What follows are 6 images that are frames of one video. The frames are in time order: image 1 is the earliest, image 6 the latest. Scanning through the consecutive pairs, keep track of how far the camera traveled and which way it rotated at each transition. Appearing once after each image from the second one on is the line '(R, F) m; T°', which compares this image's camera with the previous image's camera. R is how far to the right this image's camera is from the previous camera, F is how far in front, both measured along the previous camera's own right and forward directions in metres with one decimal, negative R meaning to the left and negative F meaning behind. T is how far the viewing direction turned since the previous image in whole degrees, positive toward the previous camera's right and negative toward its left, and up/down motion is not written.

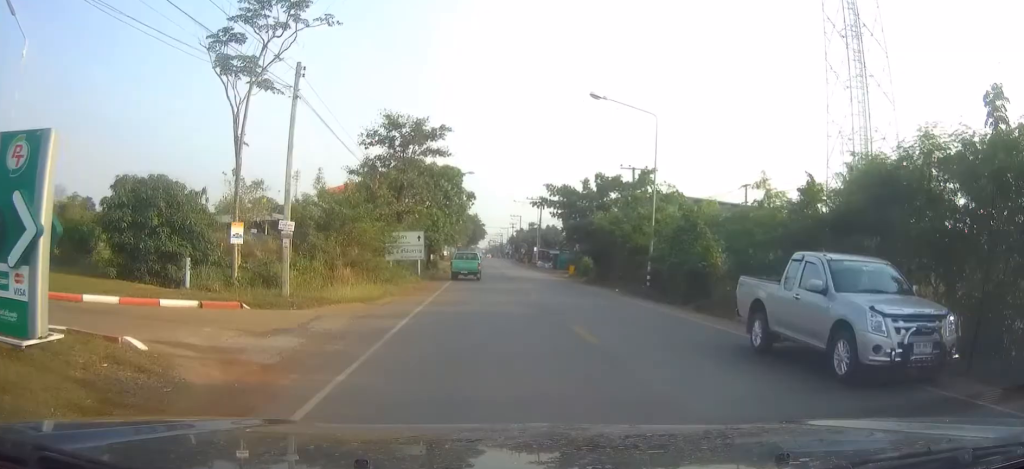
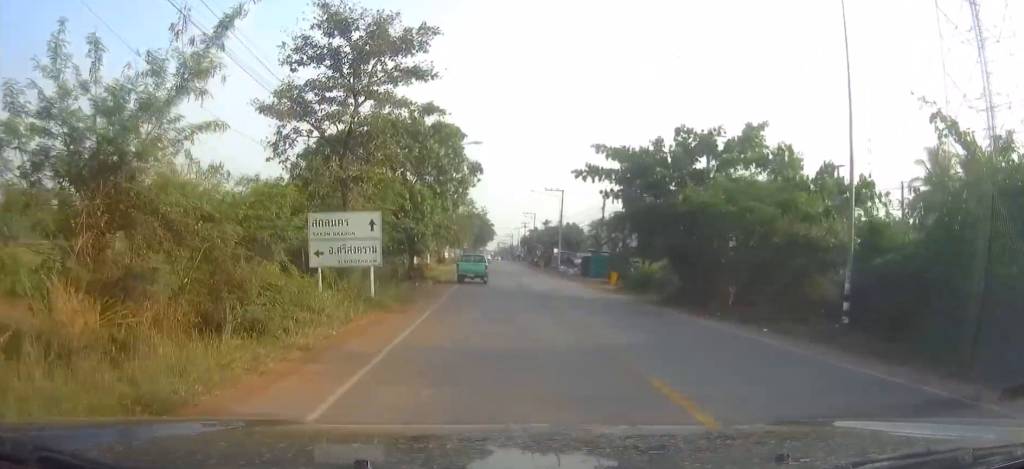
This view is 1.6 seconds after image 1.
(+0.1, +18.6) m; 0°
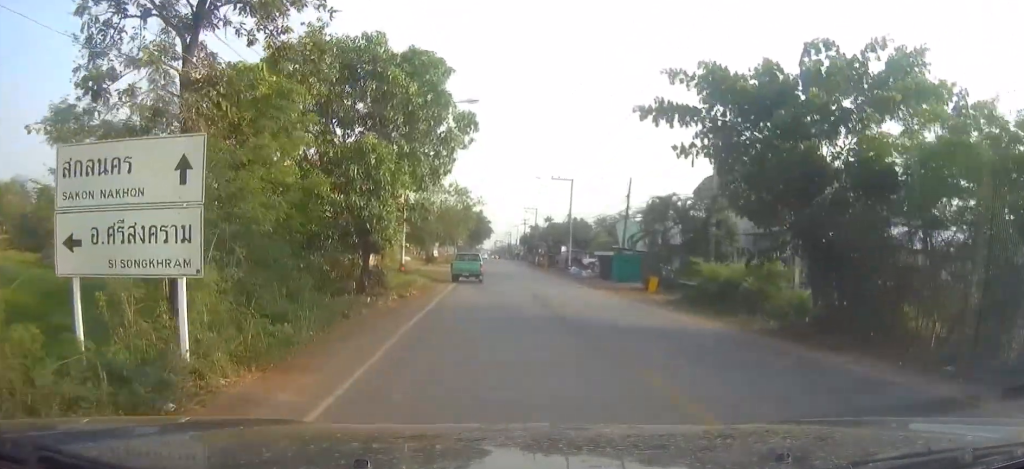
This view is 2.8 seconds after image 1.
(-0.1, +13.0) m; -1°
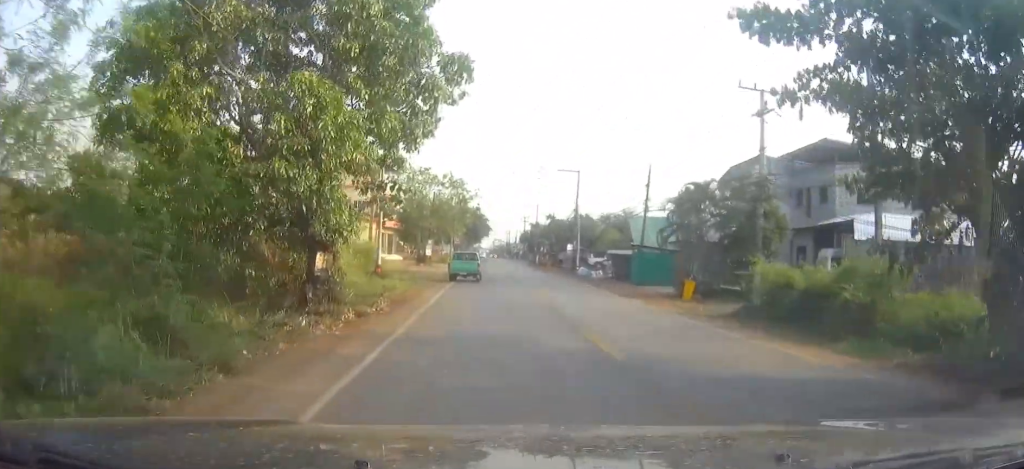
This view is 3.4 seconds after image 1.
(0.0, +6.6) m; 0°
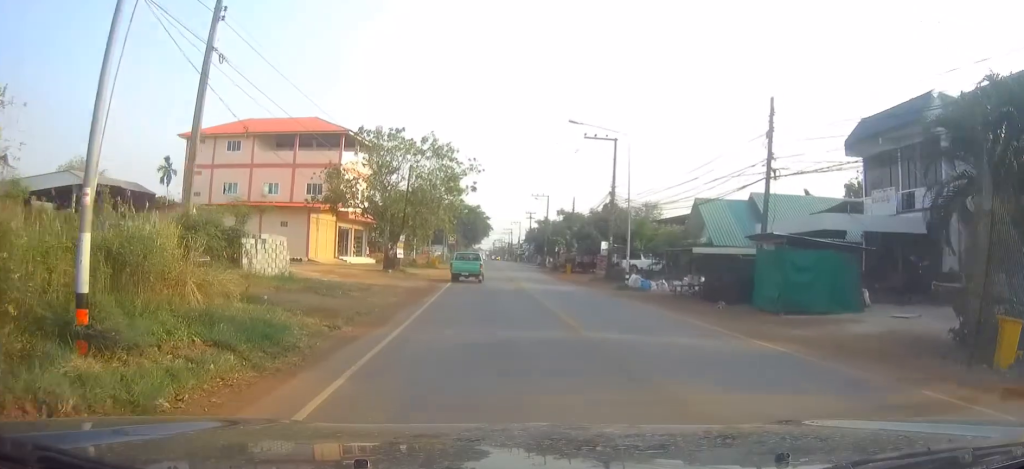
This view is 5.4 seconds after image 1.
(+0.3, +21.2) m; 0°
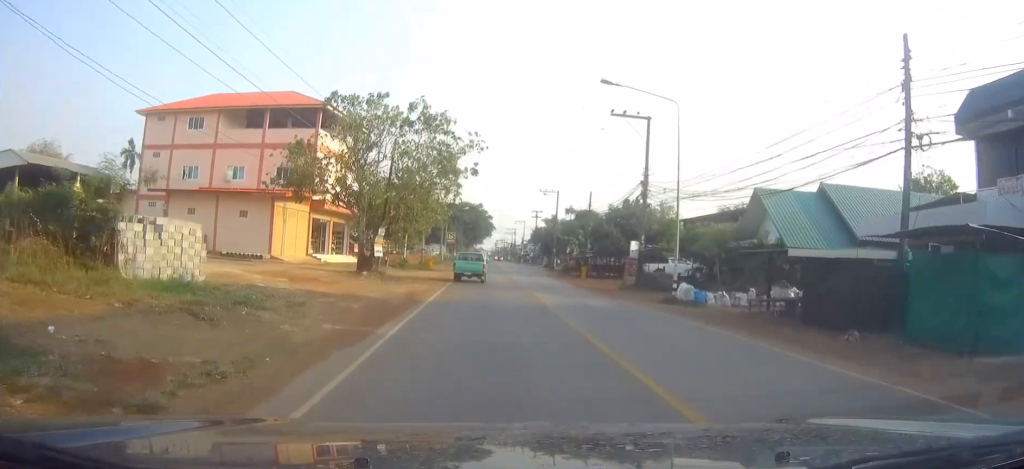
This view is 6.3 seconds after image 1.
(-0.2, +9.4) m; -1°
